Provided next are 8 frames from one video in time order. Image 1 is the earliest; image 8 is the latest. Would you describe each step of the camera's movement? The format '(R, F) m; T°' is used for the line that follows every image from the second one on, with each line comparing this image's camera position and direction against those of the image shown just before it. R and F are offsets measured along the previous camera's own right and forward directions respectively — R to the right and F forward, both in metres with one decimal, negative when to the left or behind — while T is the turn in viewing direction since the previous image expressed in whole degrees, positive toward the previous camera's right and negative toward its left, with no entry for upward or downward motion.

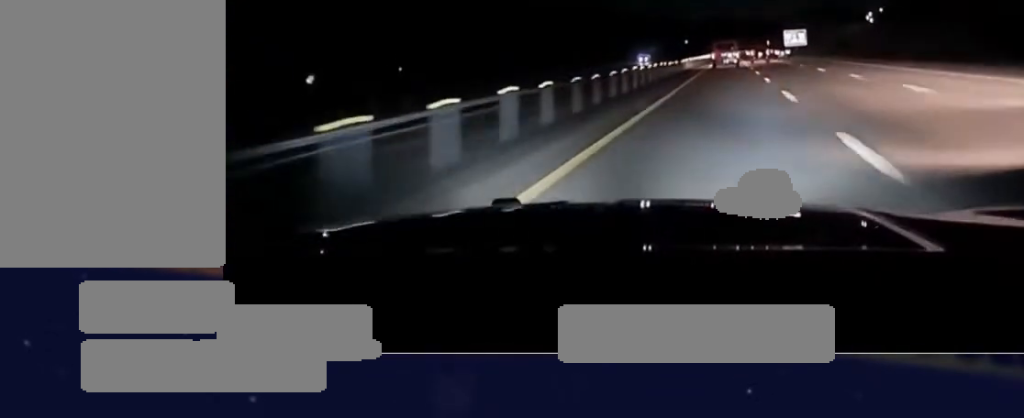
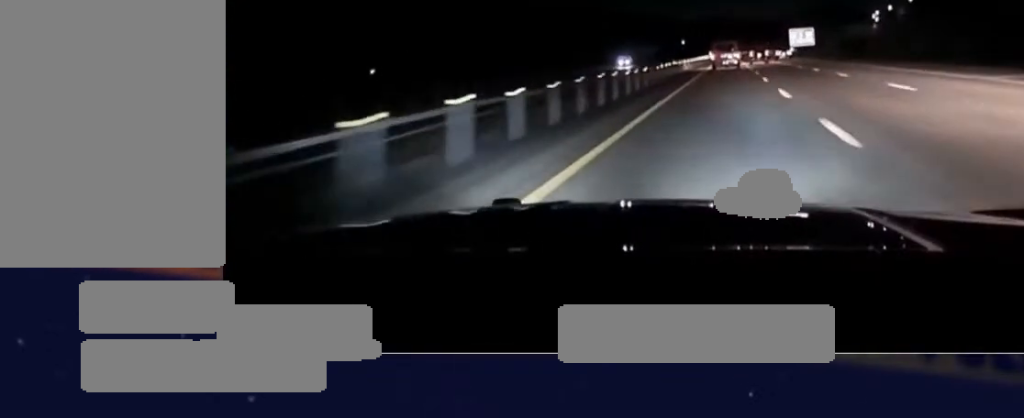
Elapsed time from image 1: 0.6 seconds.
(+0.1, +25.8) m; 0°
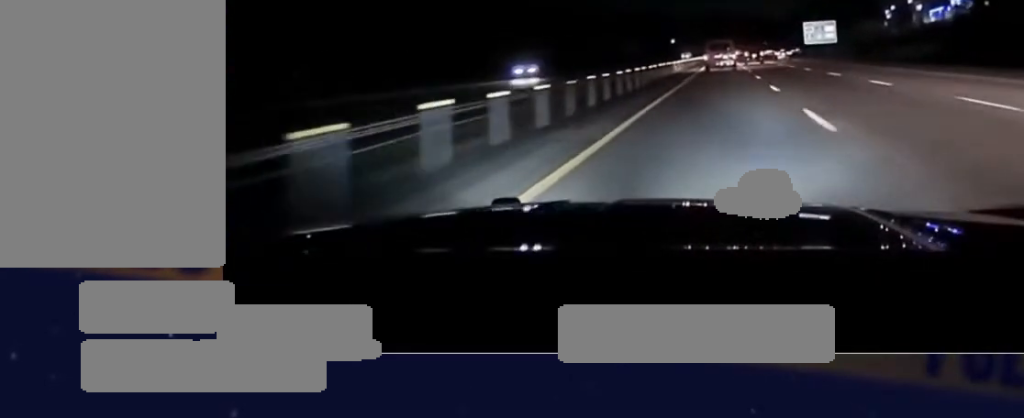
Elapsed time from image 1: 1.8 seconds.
(0.0, +48.8) m; 0°
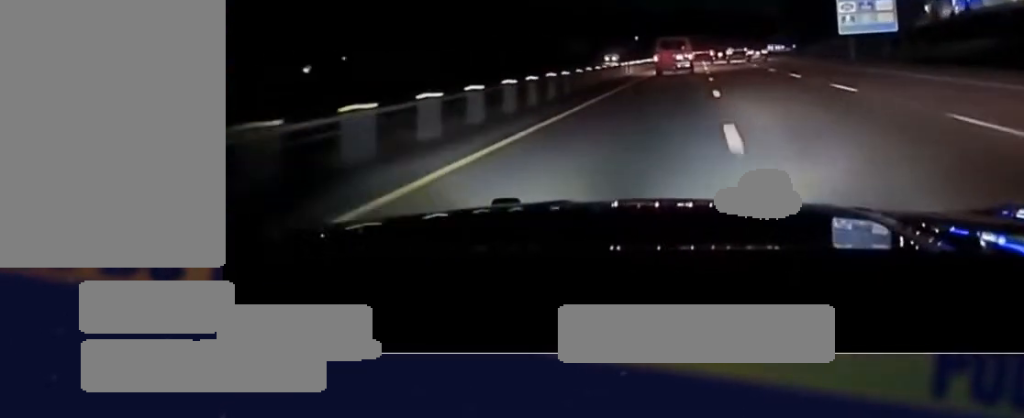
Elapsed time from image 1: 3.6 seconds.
(+0.6, +65.0) m; +1°
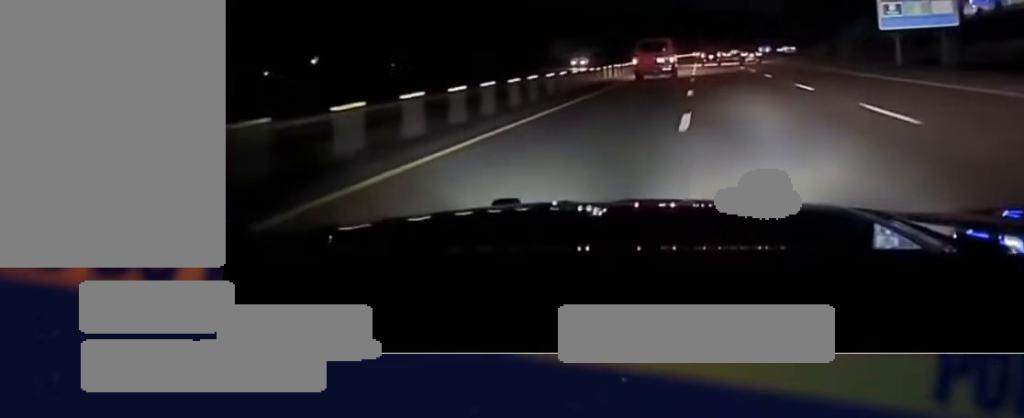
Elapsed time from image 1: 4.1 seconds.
(+0.3, +19.1) m; 0°
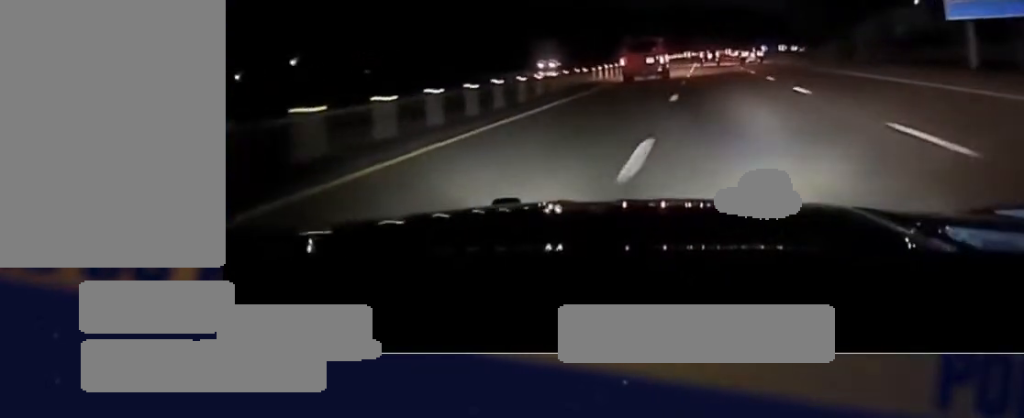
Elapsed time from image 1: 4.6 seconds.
(0.0, +16.7) m; 0°
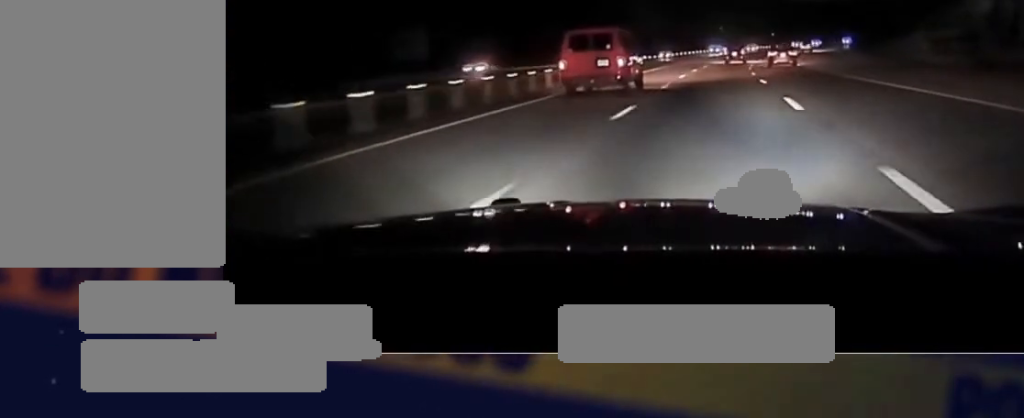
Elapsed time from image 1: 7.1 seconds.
(-1.2, +88.4) m; +1°
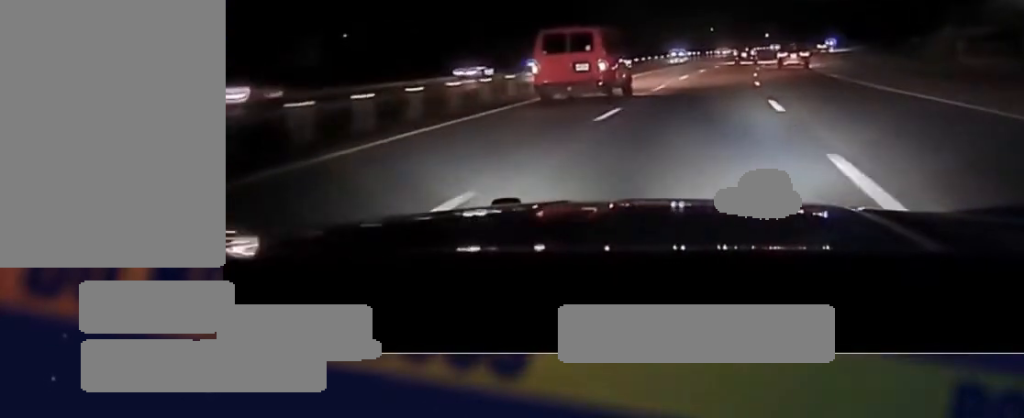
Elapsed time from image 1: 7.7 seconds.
(+0.2, +22.7) m; +2°
